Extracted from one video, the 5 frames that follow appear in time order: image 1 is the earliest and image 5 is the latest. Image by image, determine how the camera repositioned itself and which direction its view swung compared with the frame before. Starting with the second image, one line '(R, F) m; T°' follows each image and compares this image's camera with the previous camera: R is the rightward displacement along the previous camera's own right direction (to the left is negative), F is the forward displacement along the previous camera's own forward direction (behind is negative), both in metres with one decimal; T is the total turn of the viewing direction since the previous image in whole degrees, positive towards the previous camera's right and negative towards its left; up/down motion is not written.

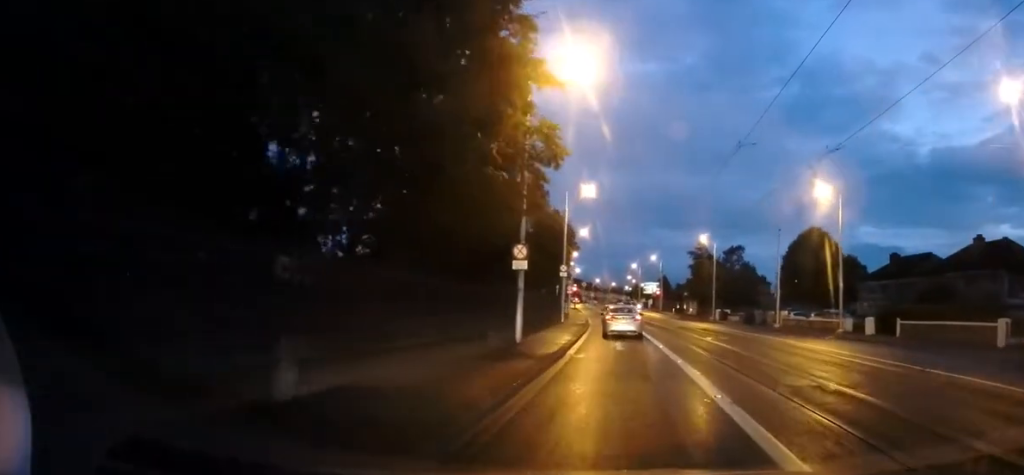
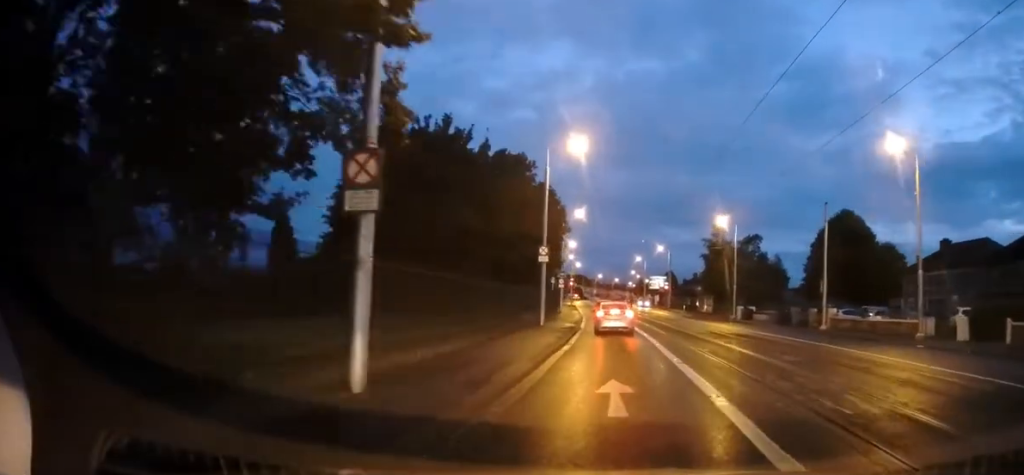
(-0.5, +12.4) m; -2°
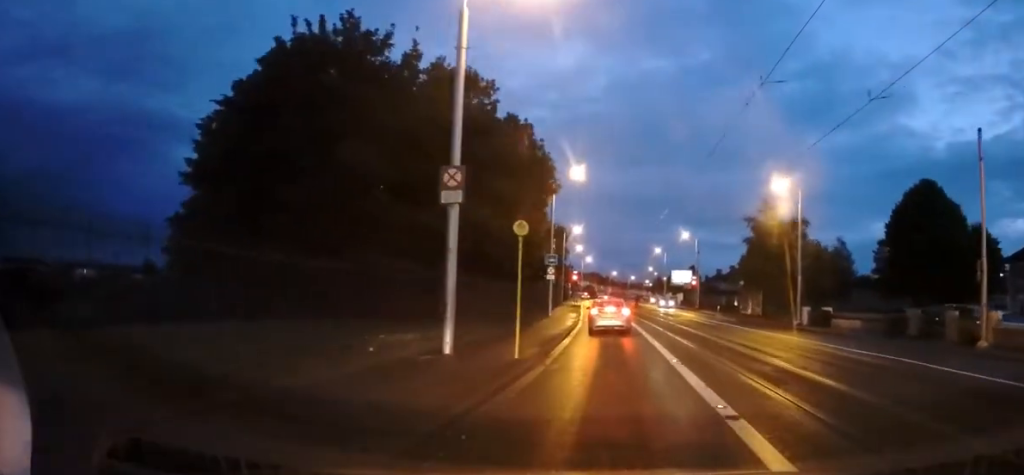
(+0.4, +19.6) m; 0°
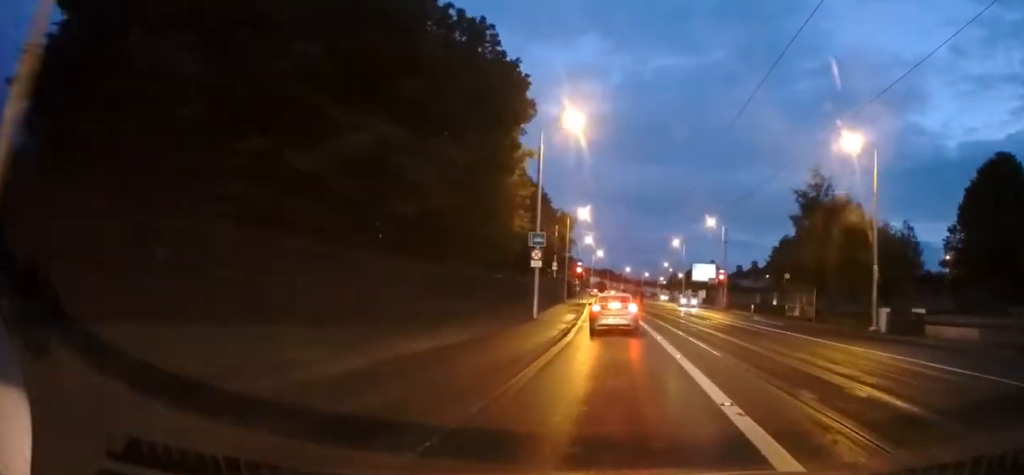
(-0.5, +12.4) m; -3°
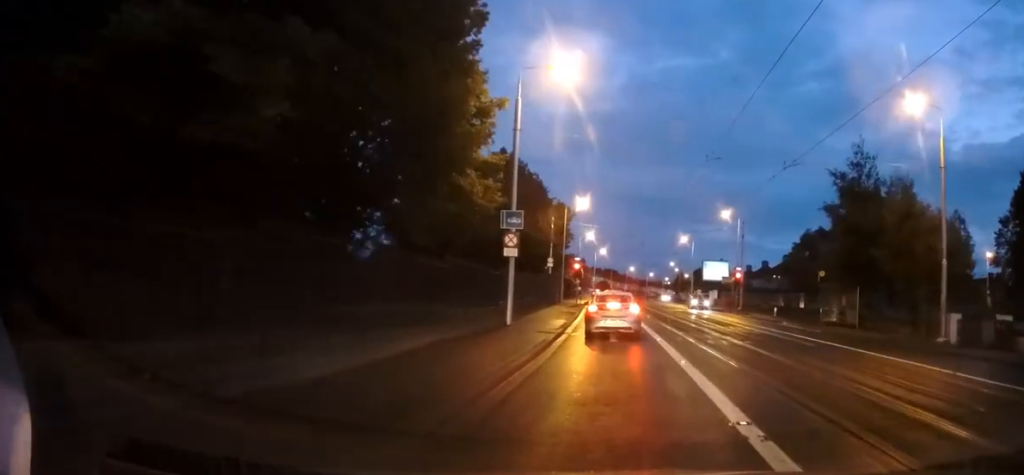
(+0.1, +6.9) m; 0°
